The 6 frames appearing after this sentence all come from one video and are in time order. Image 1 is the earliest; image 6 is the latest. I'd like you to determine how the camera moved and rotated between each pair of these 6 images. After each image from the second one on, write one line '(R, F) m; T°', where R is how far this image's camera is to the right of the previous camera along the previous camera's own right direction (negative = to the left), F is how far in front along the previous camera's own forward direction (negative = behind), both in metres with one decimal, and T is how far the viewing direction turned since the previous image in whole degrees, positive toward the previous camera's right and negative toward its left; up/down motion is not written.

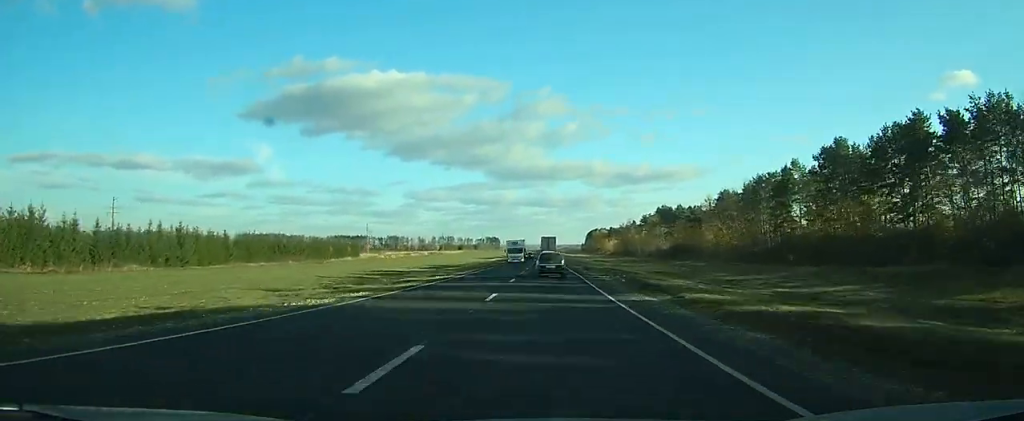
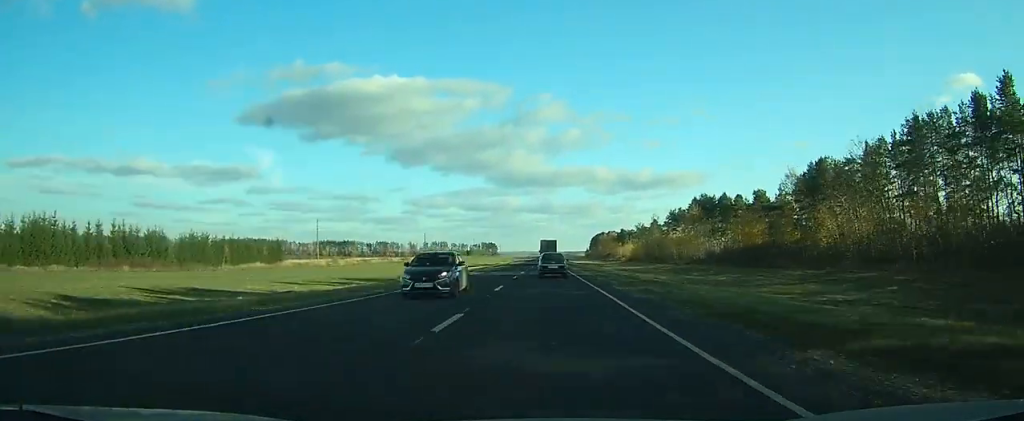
(0.0, +57.3) m; 0°
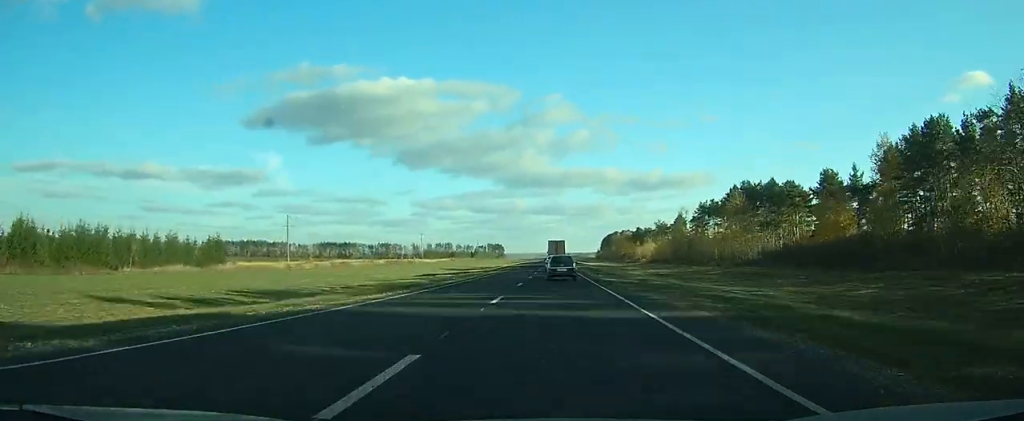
(-0.1, +29.1) m; 0°
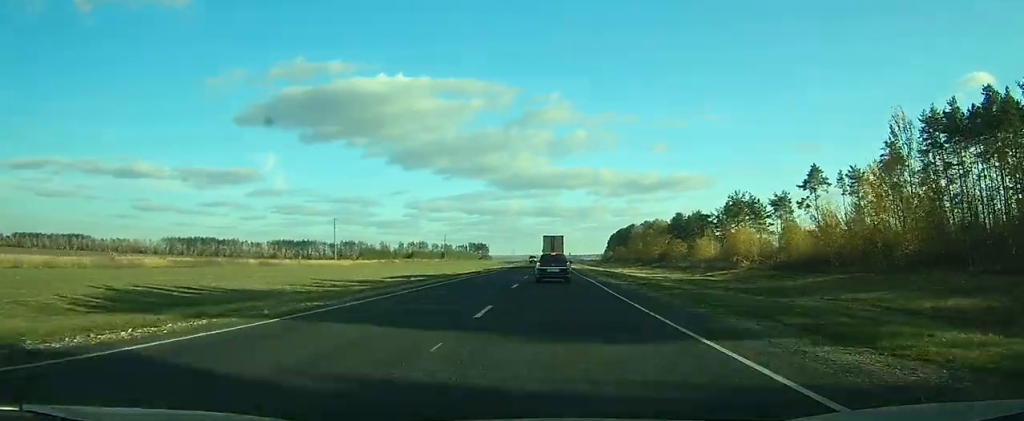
(+4.7, +104.7) m; +1°
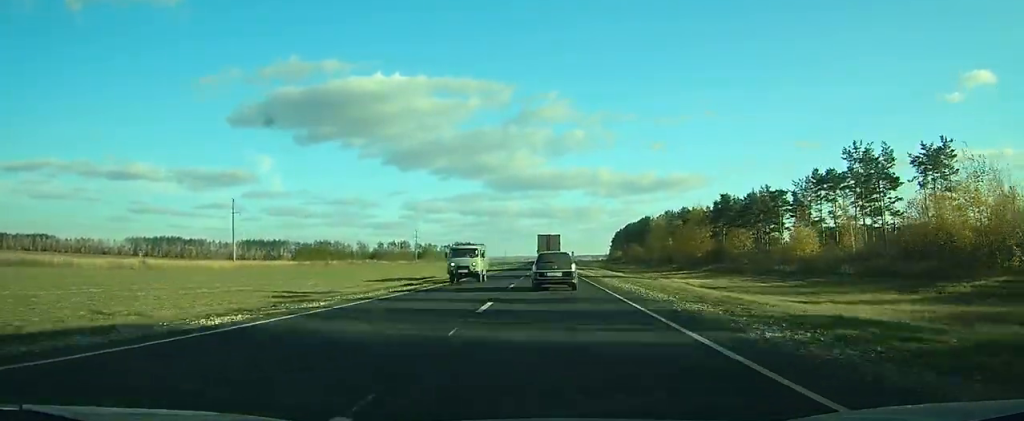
(-4.2, +59.3) m; -4°
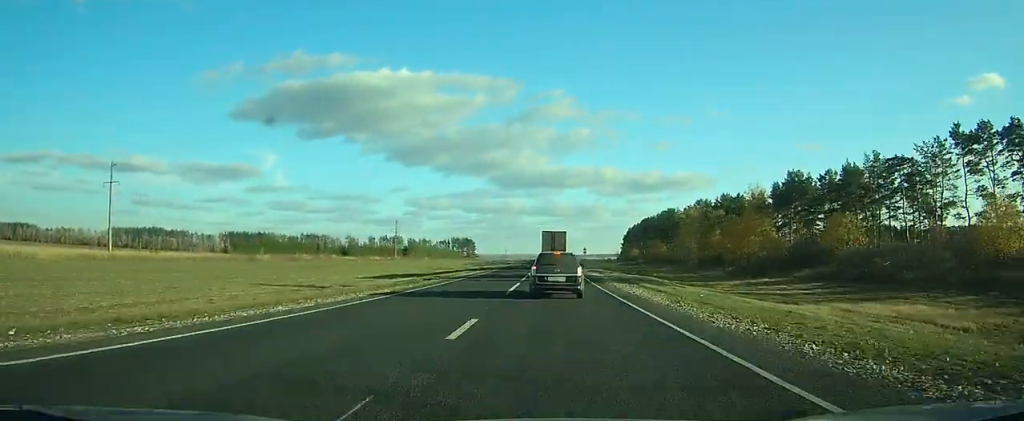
(+1.1, +41.8) m; +2°
